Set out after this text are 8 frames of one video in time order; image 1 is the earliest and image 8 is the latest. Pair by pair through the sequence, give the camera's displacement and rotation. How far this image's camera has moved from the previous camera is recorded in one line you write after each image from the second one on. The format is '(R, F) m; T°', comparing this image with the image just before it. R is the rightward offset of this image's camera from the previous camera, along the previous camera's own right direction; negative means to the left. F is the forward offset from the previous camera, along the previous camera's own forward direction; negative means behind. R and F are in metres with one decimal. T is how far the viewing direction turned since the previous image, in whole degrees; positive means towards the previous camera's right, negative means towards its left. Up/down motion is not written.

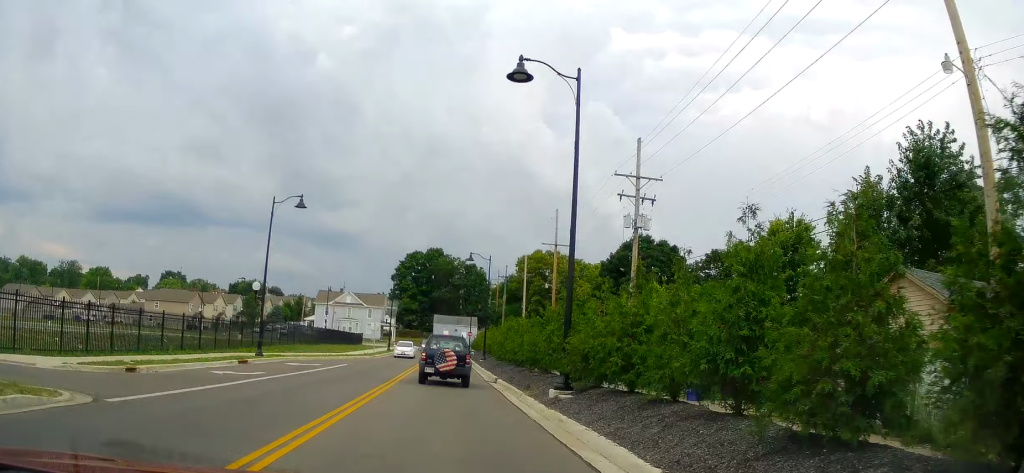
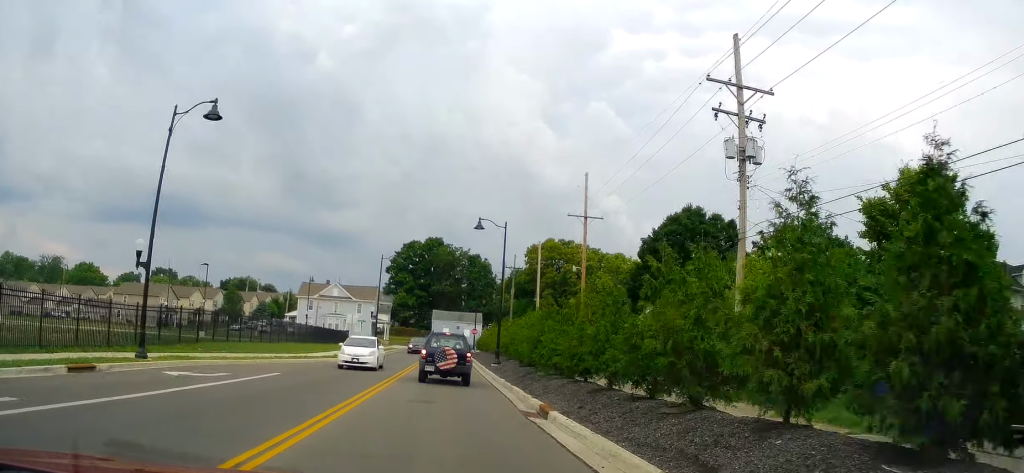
(0.0, +14.7) m; 0°
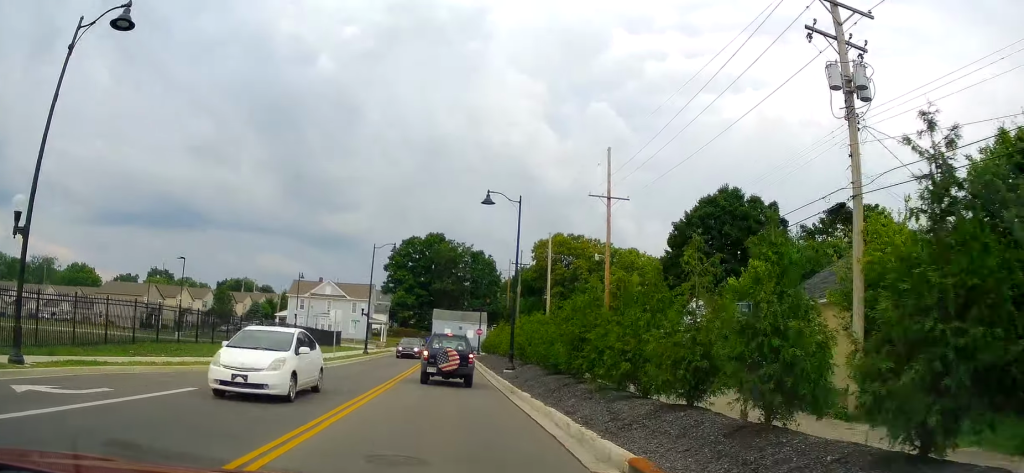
(0.0, +7.4) m; -2°
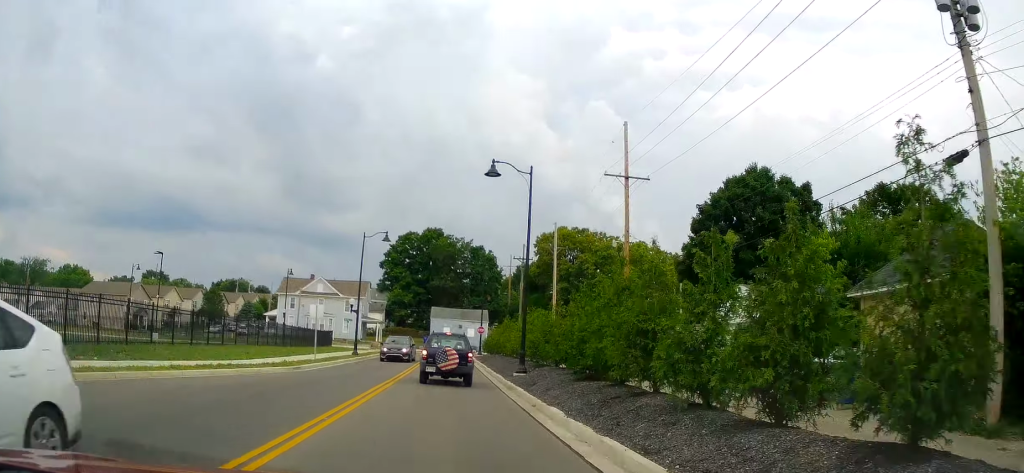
(+0.1, +5.3) m; -1°
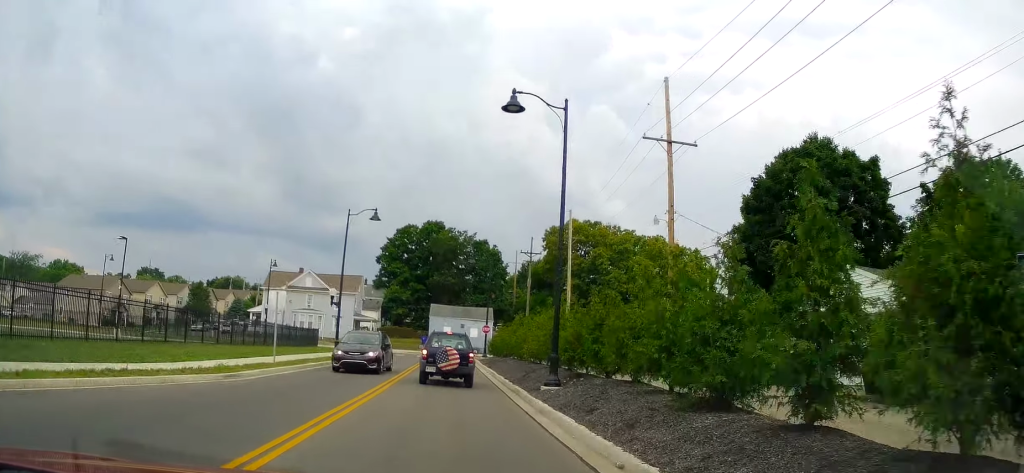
(-0.4, +8.1) m; 0°
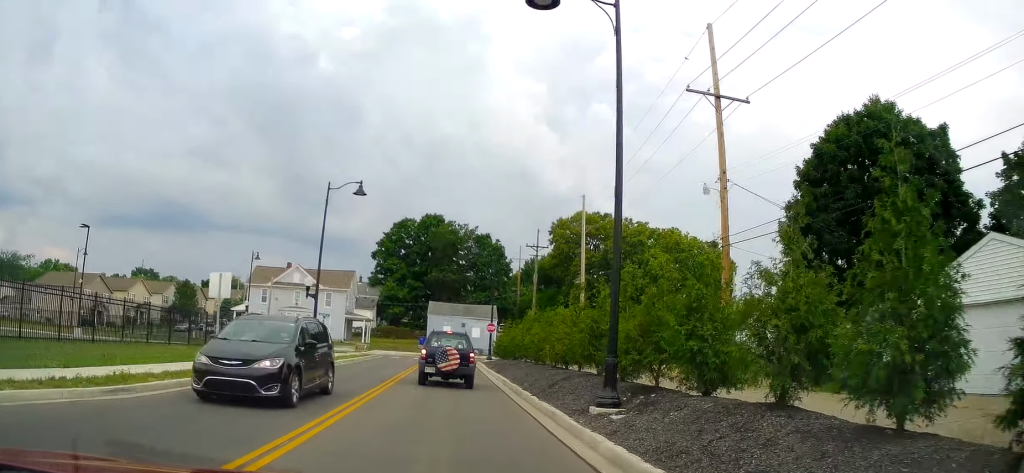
(+0.1, +6.8) m; +1°
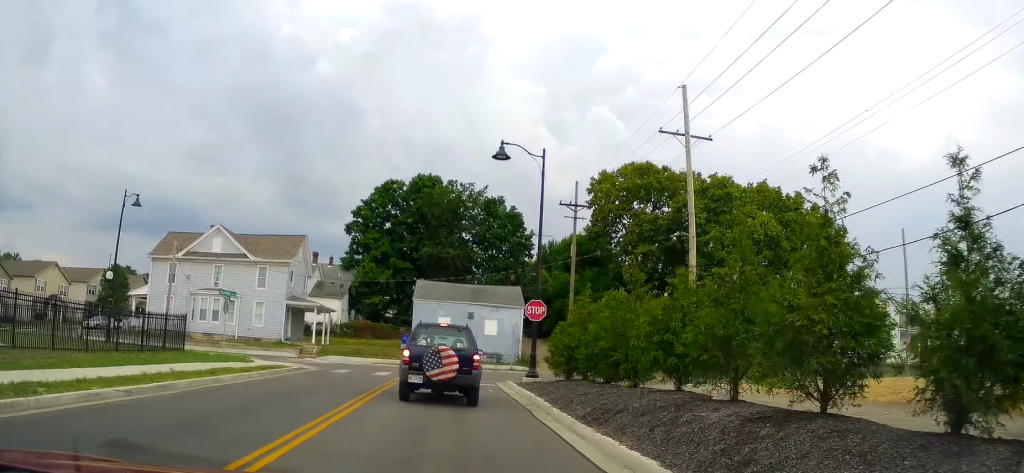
(+0.9, +29.6) m; +2°
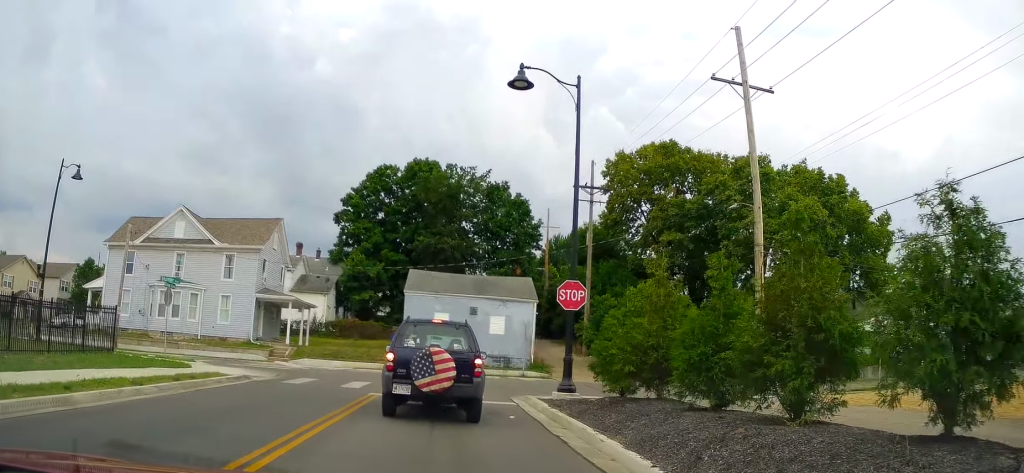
(0.0, +9.8) m; -3°
